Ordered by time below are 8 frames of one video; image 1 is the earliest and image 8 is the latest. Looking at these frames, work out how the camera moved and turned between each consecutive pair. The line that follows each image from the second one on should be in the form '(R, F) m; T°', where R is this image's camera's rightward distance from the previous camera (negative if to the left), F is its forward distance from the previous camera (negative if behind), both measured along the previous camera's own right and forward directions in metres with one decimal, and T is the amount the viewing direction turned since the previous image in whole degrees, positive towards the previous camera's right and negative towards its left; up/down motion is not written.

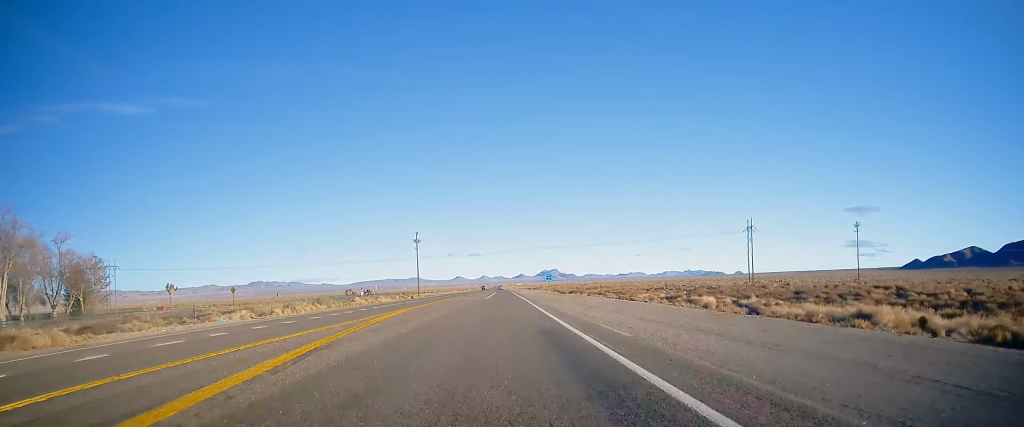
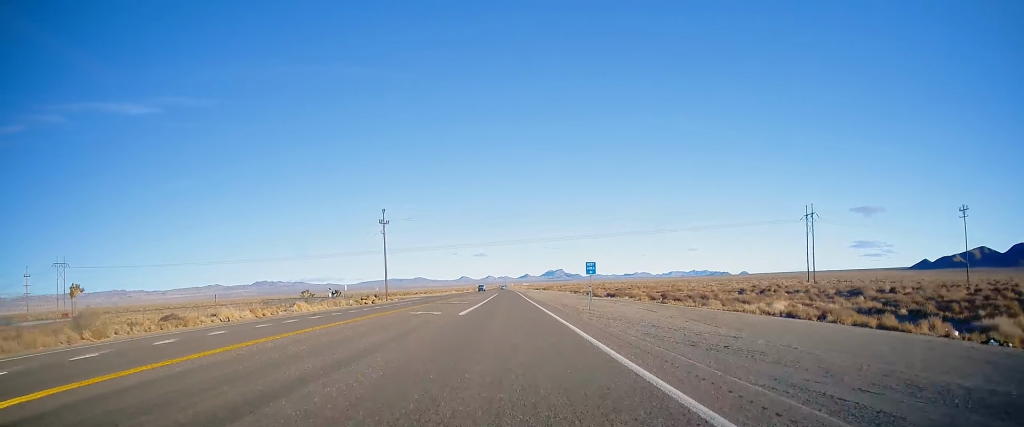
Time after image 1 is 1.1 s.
(-0.4, +36.4) m; 0°
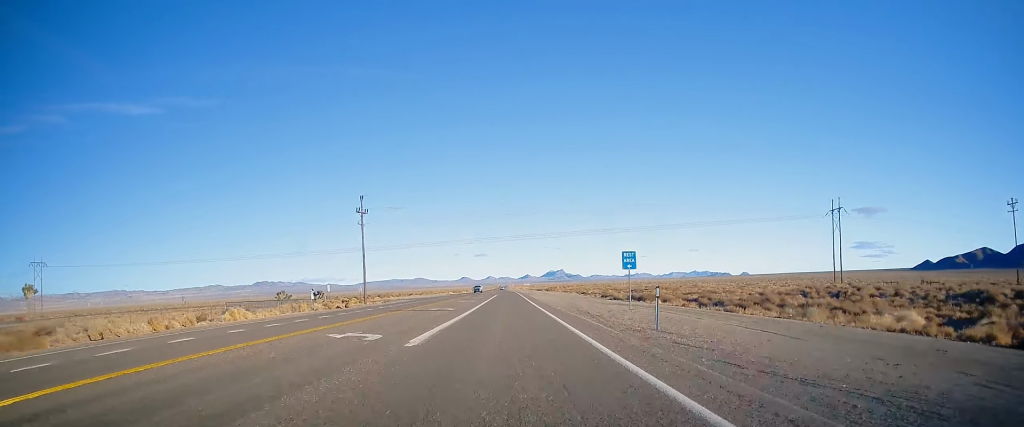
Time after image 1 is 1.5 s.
(0.0, +13.2) m; 0°
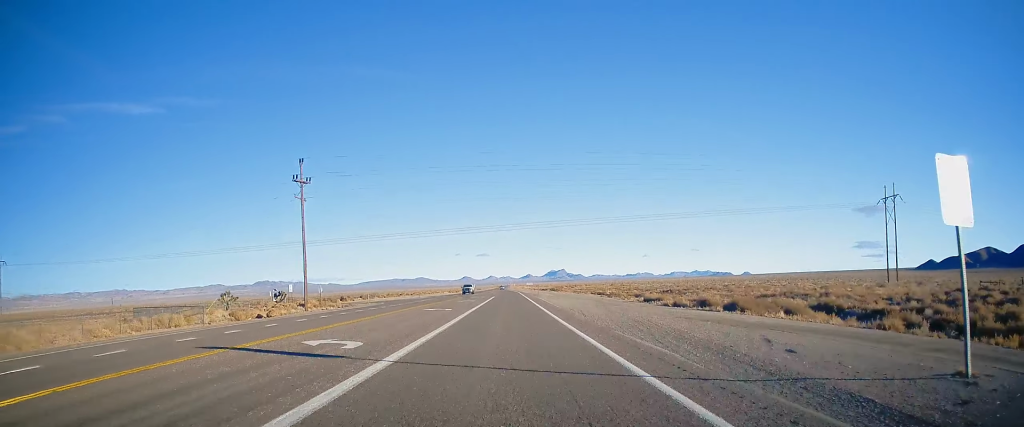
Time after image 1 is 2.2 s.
(+0.1, +22.2) m; 0°
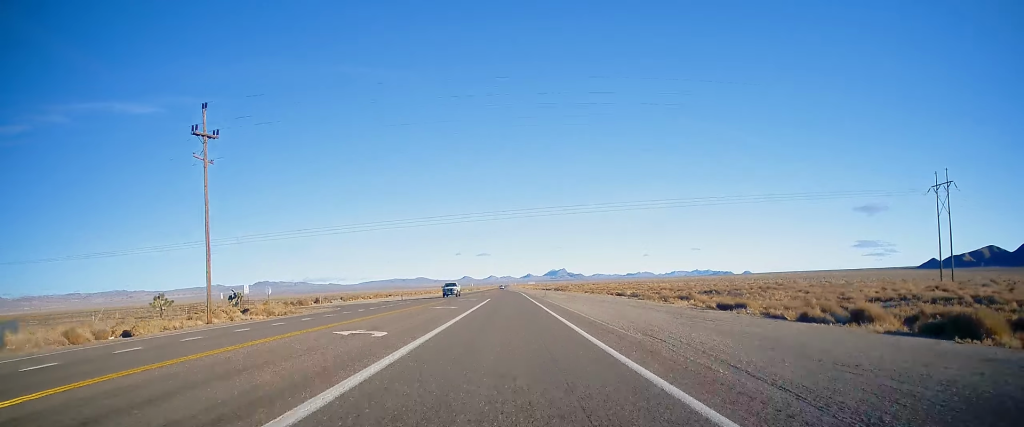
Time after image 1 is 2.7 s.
(+0.2, +17.8) m; 0°
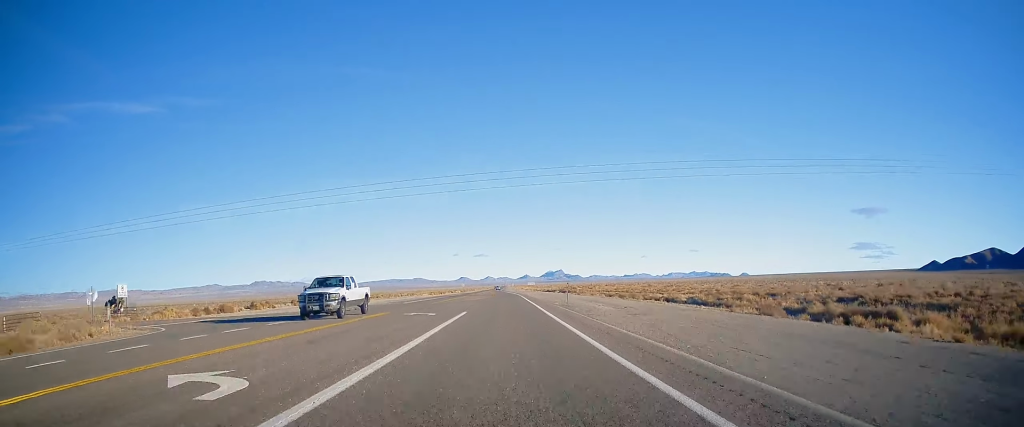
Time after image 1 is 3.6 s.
(-0.3, +28.8) m; -1°
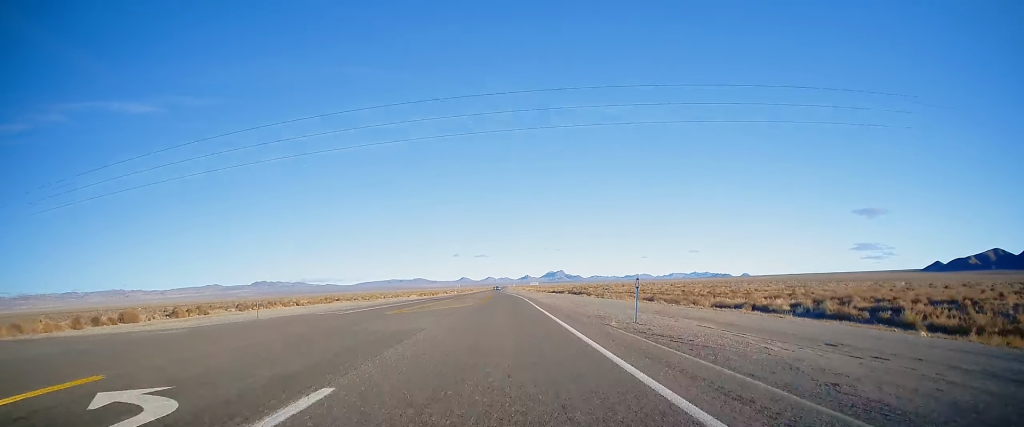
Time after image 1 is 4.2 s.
(-0.1, +22.2) m; 0°
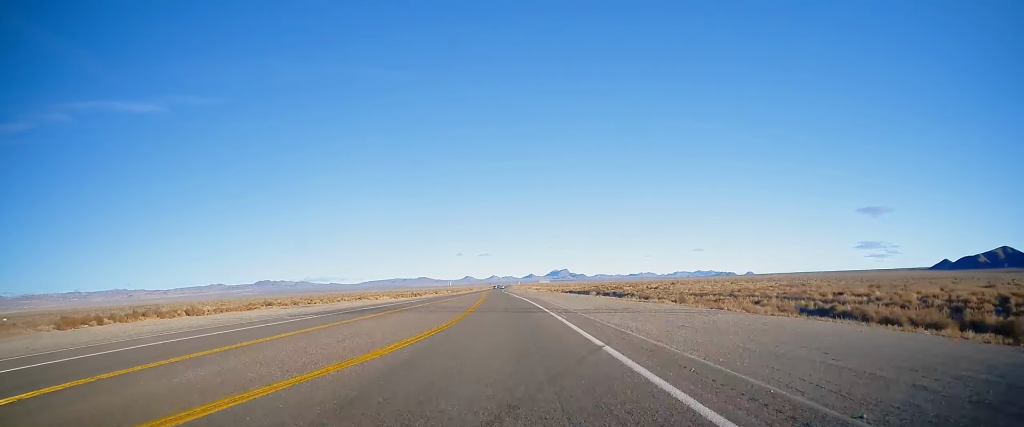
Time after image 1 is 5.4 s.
(0.0, +37.9) m; +1°
